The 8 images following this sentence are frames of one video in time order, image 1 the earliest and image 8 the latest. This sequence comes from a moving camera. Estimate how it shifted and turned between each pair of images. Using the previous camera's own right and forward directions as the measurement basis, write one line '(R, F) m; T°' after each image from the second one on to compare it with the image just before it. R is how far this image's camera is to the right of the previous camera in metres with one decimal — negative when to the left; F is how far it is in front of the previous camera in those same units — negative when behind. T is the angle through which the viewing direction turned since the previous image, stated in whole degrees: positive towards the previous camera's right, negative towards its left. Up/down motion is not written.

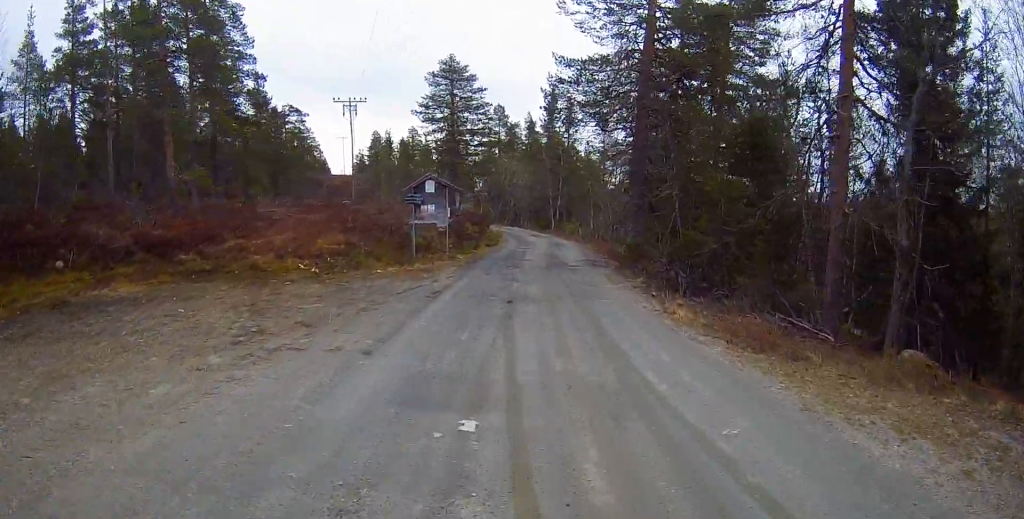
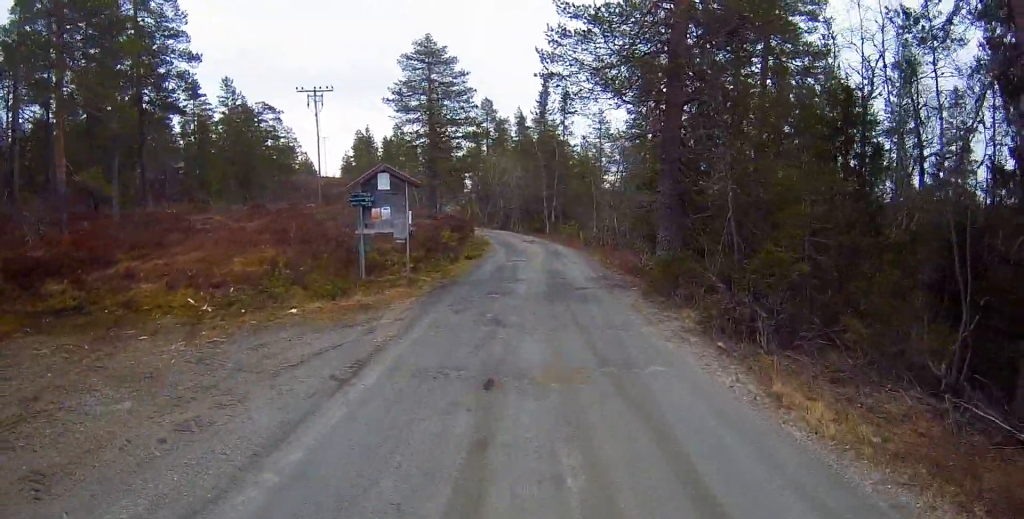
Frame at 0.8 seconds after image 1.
(+0.3, +6.6) m; +2°
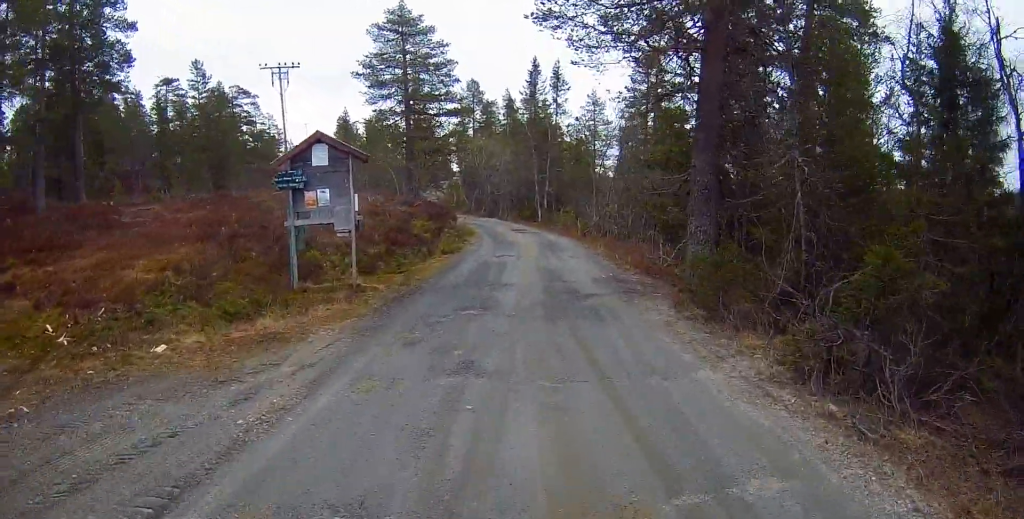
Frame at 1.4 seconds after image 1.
(-0.2, +4.6) m; +1°
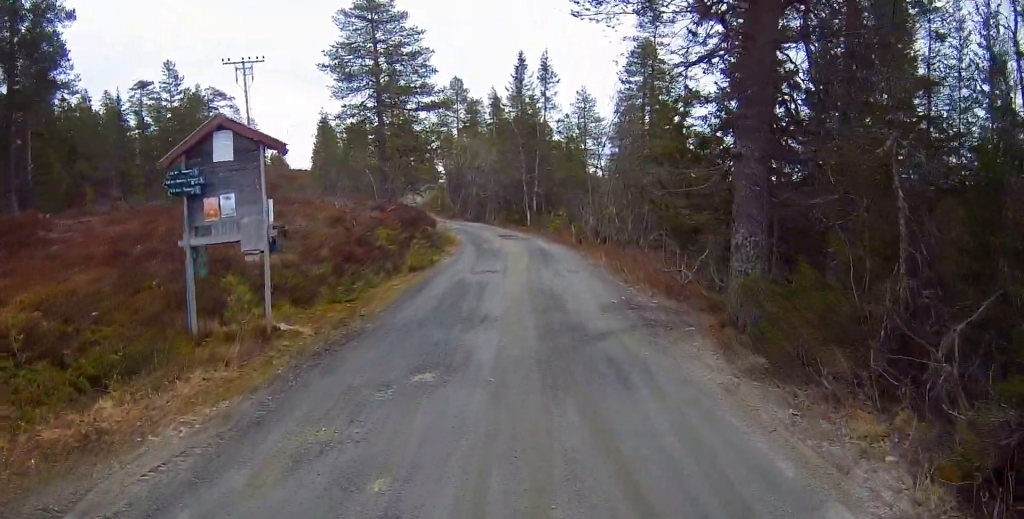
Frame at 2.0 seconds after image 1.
(+0.1, +3.8) m; +1°
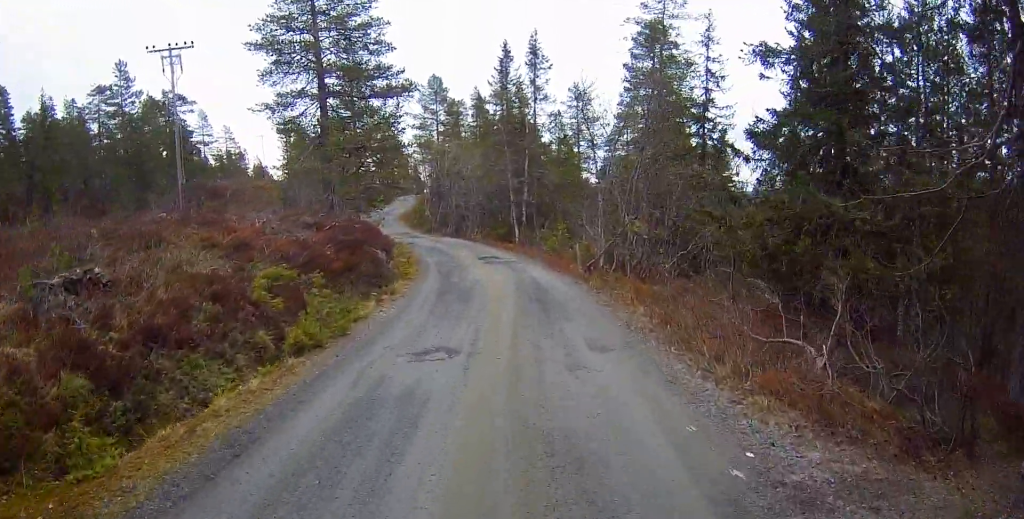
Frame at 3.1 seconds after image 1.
(+0.2, +7.7) m; +1°
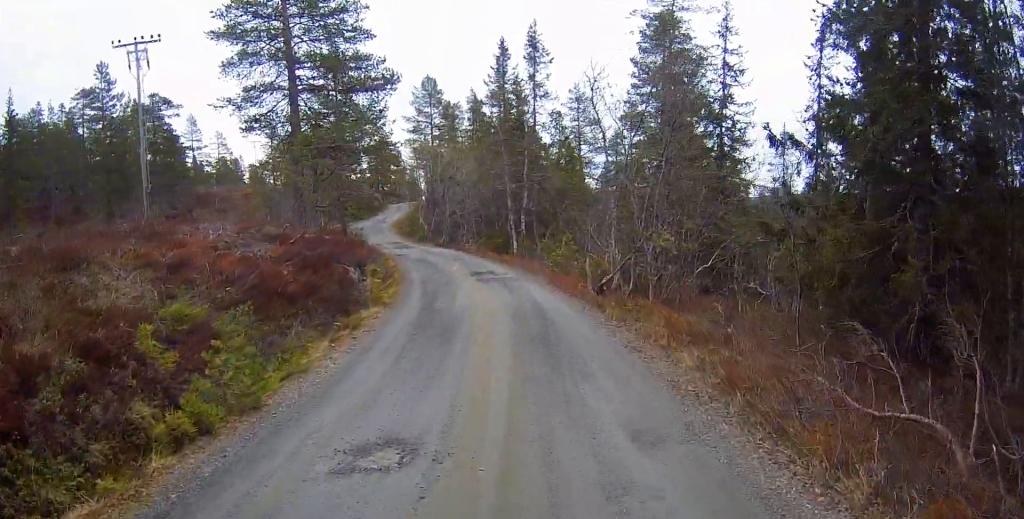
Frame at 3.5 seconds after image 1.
(-0.1, +3.2) m; 0°
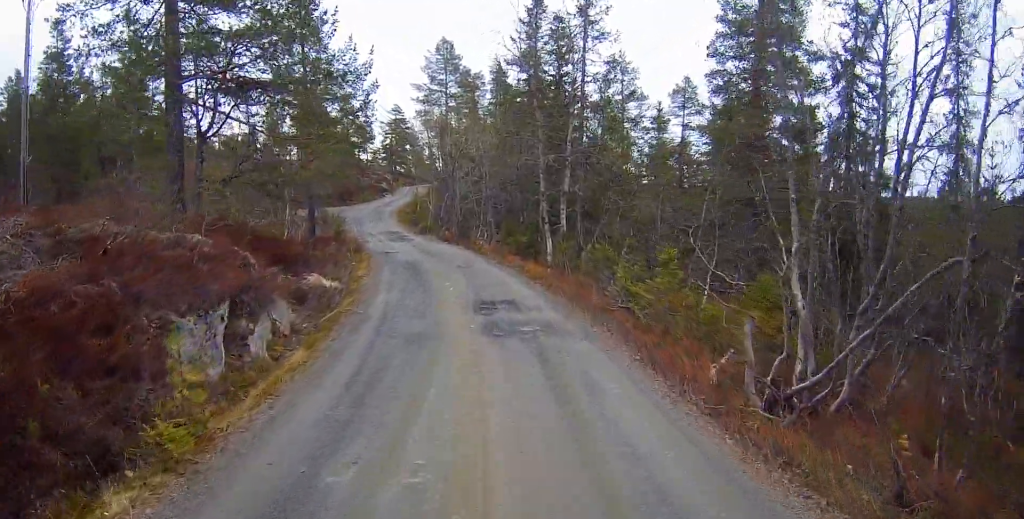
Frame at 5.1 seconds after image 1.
(+0.1, +9.9) m; -3°
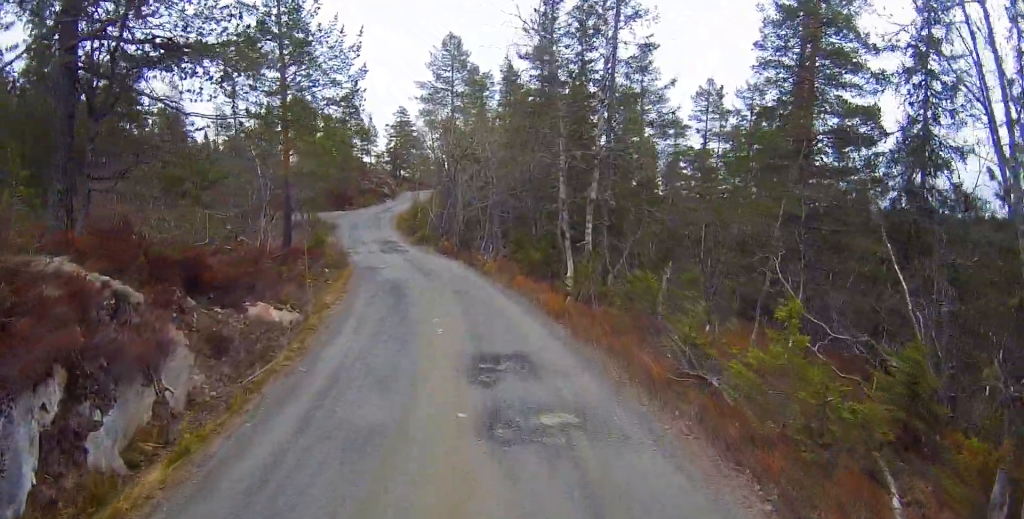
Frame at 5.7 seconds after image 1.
(0.0, +4.0) m; -3°
